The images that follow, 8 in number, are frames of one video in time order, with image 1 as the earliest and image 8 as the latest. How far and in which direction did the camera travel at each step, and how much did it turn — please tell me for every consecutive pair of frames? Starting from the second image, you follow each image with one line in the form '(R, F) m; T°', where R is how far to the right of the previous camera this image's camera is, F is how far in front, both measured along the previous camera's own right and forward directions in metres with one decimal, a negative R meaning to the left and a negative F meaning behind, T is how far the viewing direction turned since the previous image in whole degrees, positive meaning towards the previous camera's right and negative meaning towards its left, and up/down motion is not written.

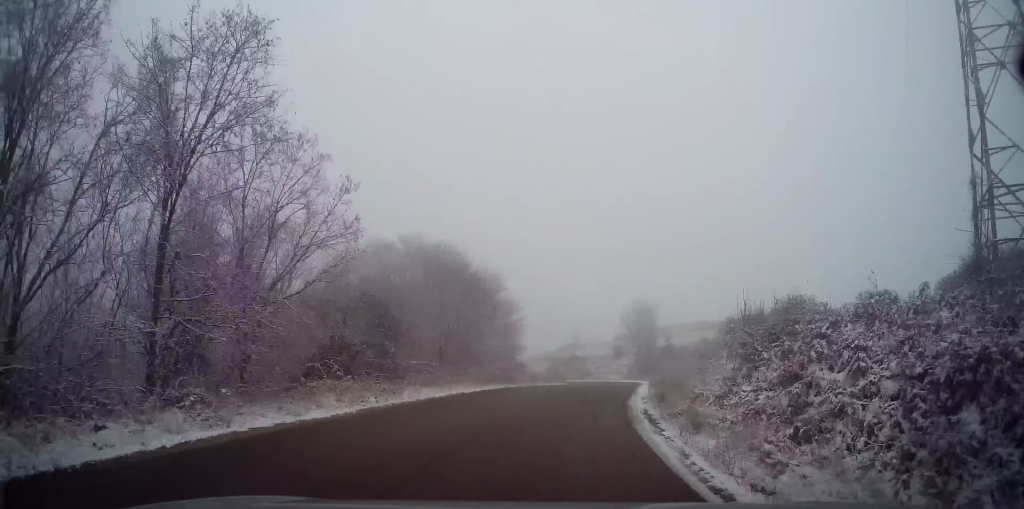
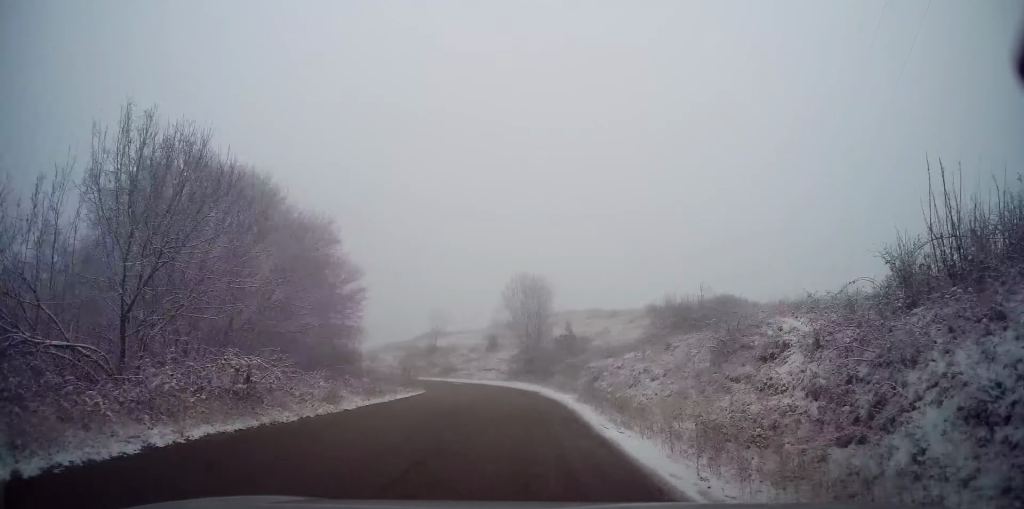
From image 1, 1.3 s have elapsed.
(+2.6, +14.8) m; +14°
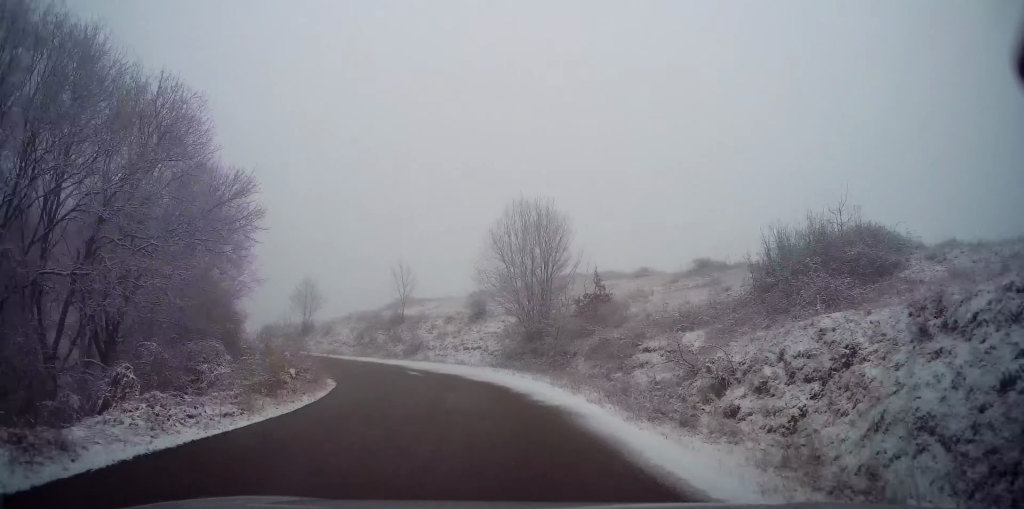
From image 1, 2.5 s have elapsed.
(+0.8, +14.2) m; +3°
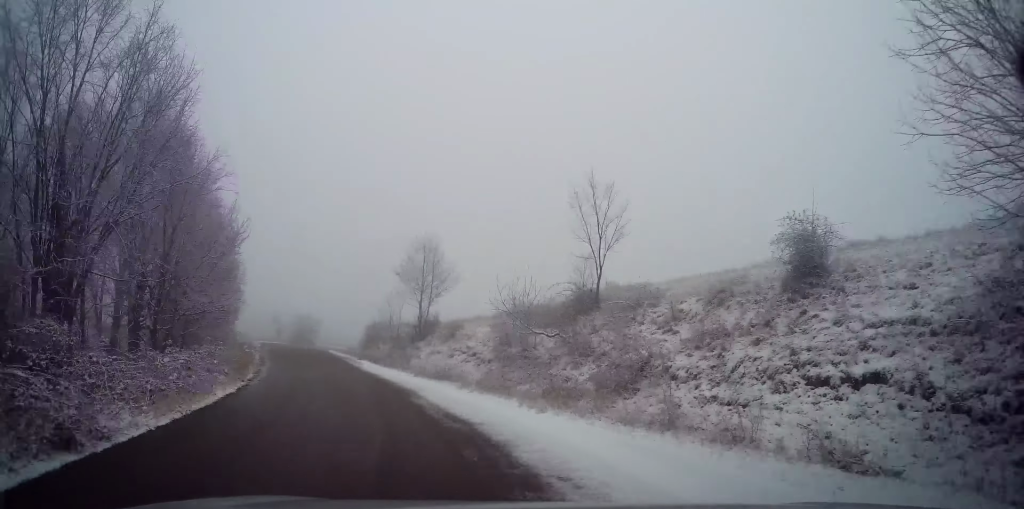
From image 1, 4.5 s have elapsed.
(-2.1, +23.4) m; -16°
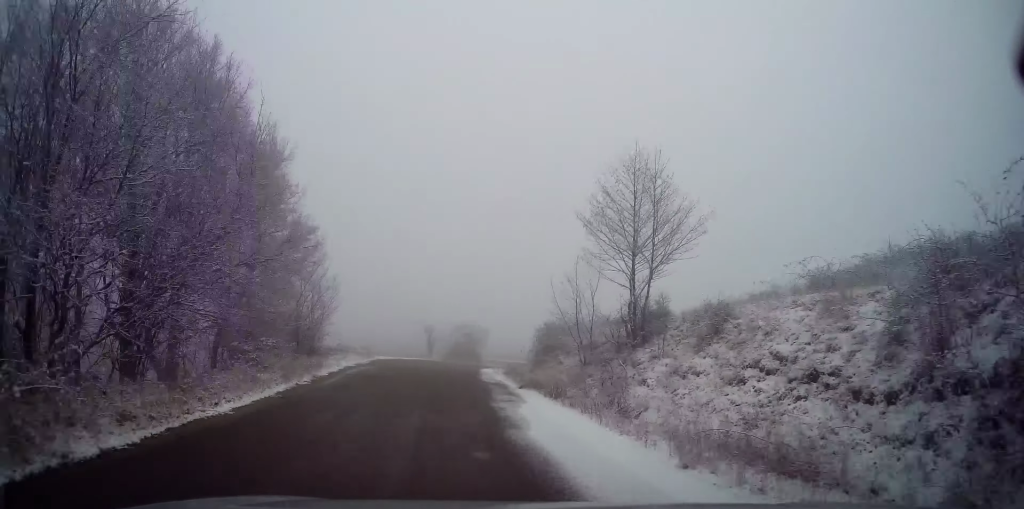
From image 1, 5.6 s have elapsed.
(-1.7, +13.6) m; -15°
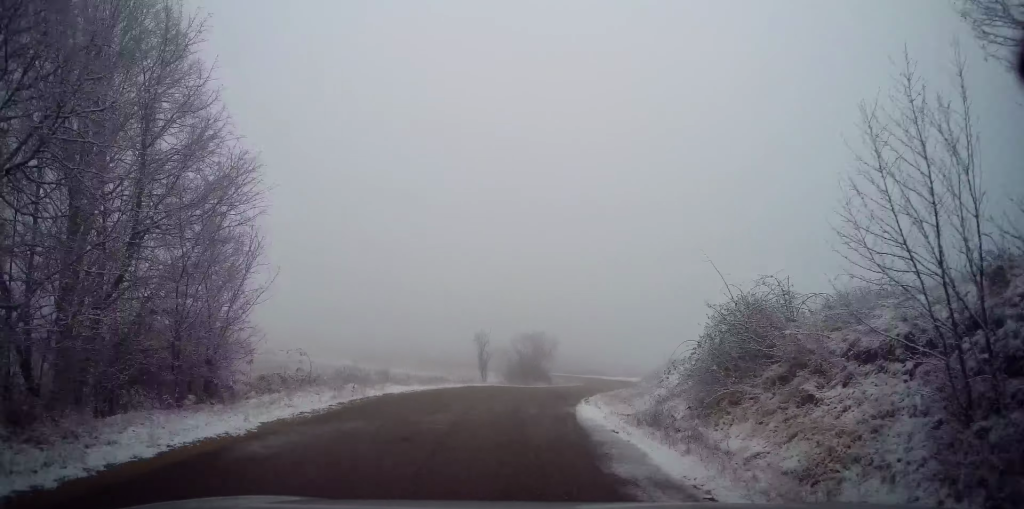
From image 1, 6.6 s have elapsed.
(-1.6, +12.7) m; -7°
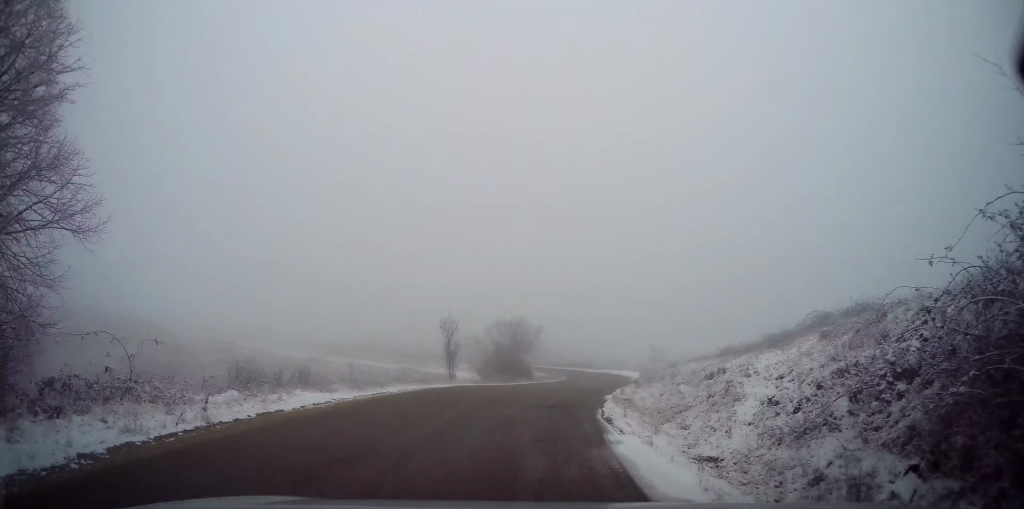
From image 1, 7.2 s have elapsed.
(-0.1, +6.8) m; 0°
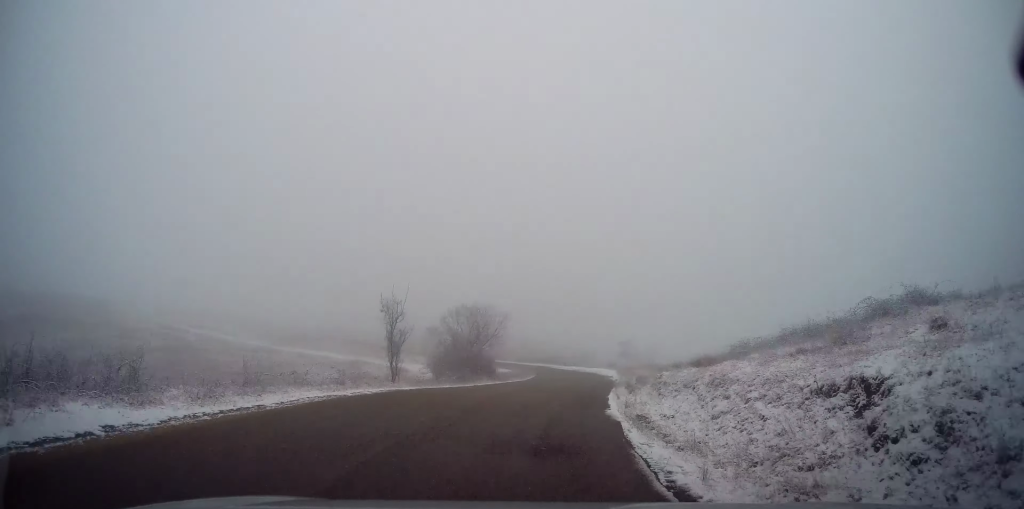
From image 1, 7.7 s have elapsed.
(+0.2, +6.4) m; +1°
